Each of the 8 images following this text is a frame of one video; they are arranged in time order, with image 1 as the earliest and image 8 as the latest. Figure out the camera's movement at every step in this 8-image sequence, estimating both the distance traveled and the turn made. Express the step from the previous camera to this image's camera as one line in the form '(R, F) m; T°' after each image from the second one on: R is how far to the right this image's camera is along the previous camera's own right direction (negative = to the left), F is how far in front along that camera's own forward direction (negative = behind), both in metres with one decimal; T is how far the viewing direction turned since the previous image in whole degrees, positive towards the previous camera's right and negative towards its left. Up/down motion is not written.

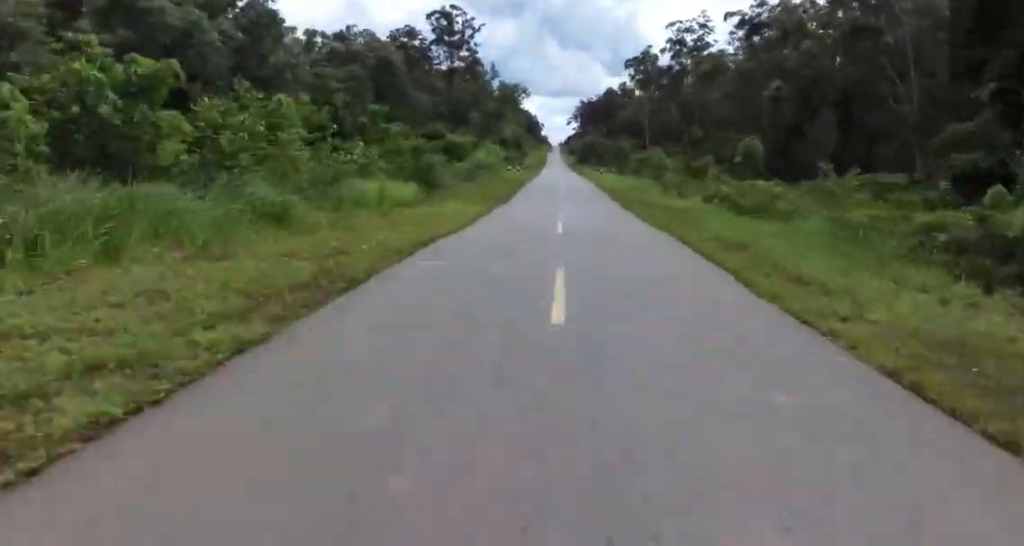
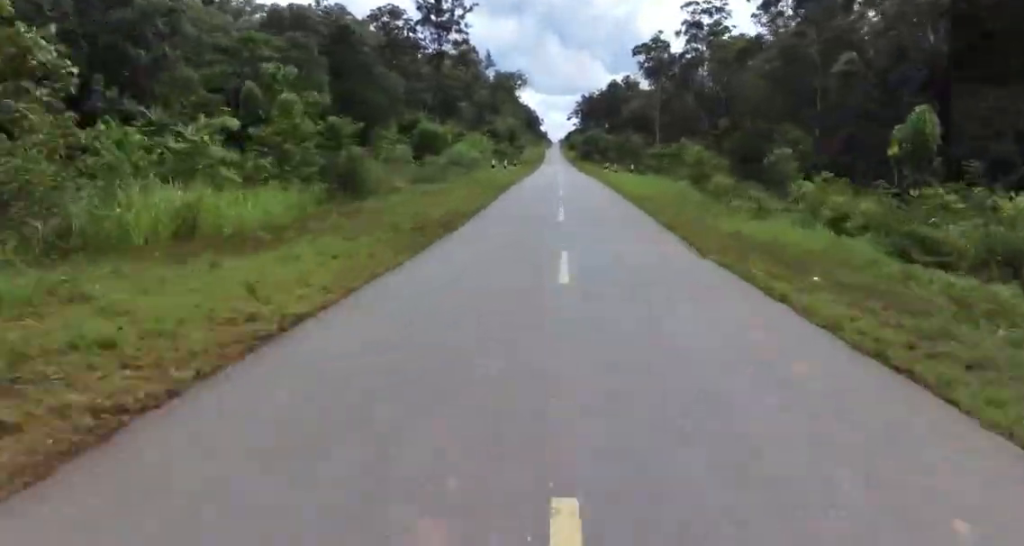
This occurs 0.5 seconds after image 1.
(+0.2, +13.1) m; +2°
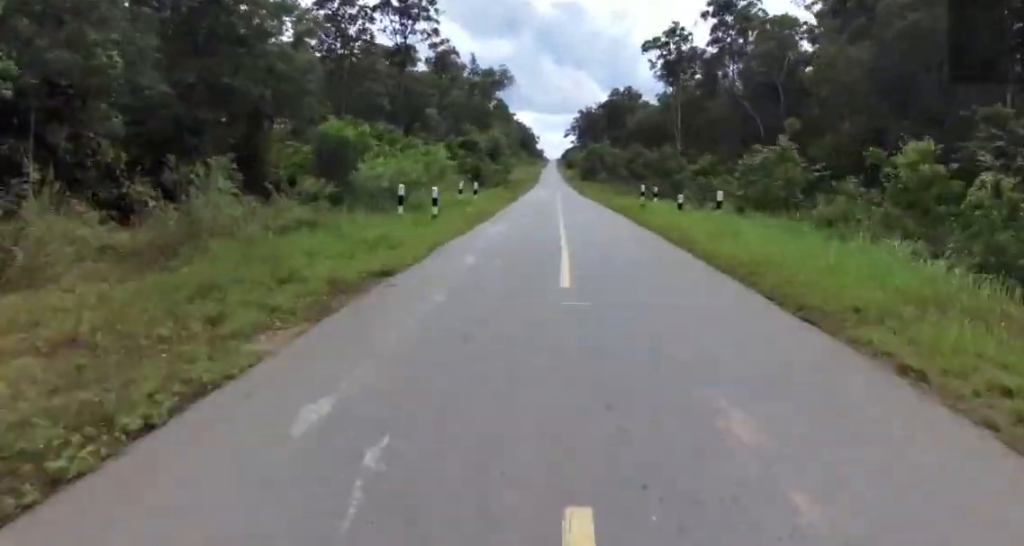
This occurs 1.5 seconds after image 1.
(+0.4, +23.9) m; 0°
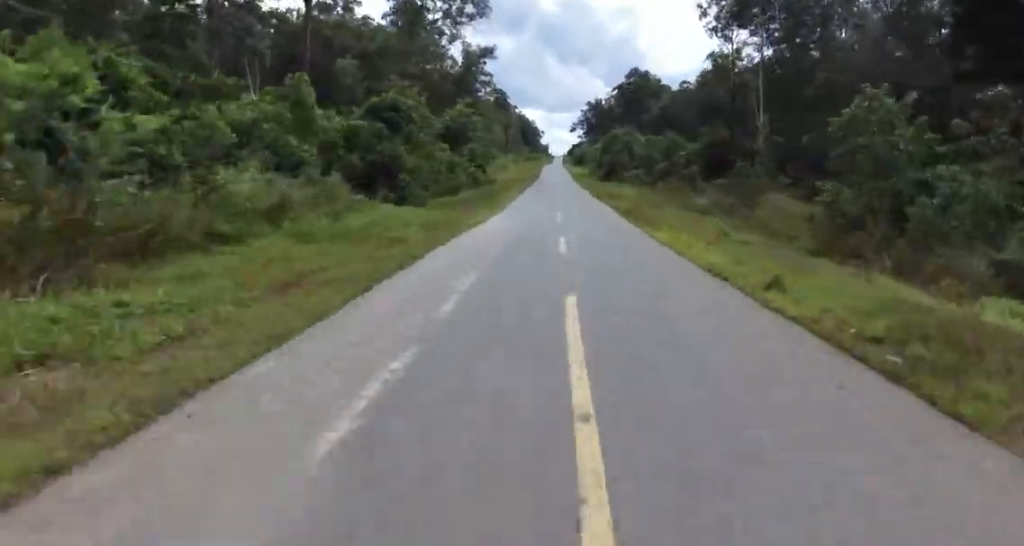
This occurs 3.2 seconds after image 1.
(-2.2, +37.3) m; -5°
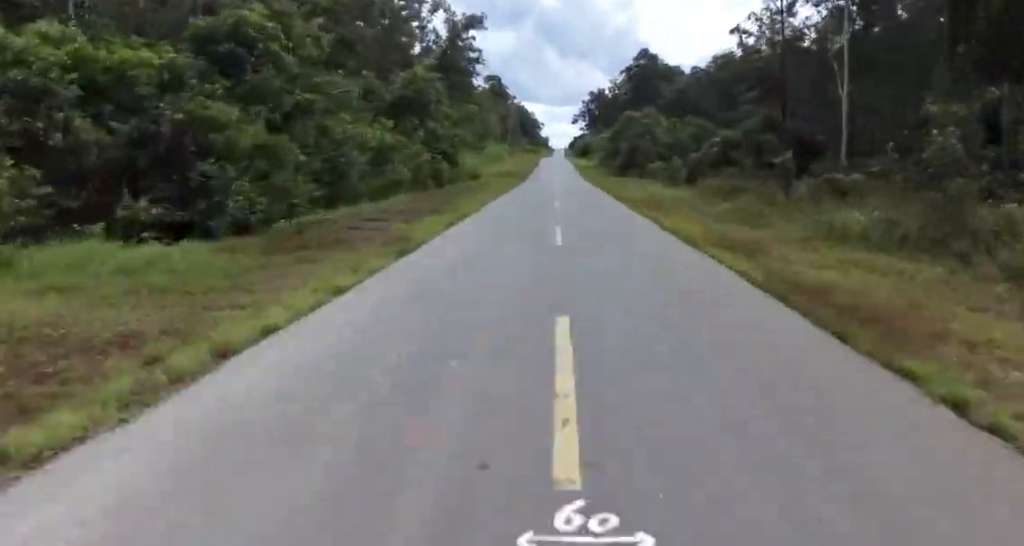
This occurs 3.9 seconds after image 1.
(-0.3, +18.4) m; 0°
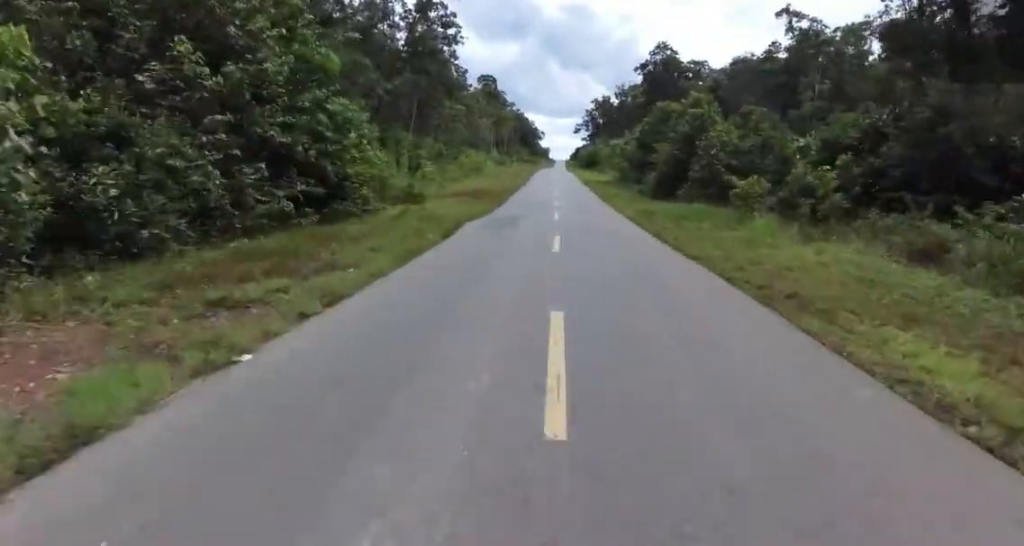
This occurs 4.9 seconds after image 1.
(+0.7, +24.7) m; +2°
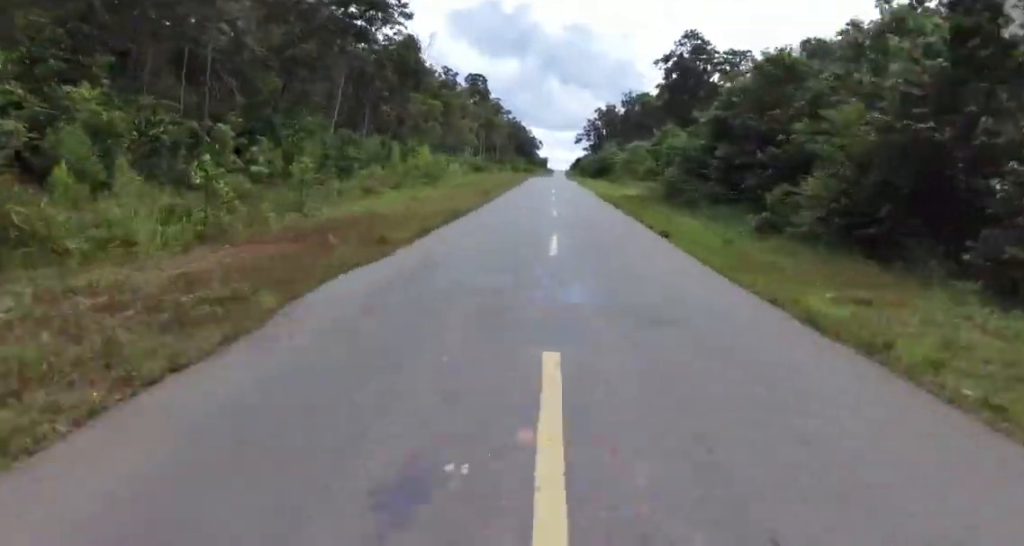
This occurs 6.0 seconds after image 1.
(0.0, +27.1) m; 0°
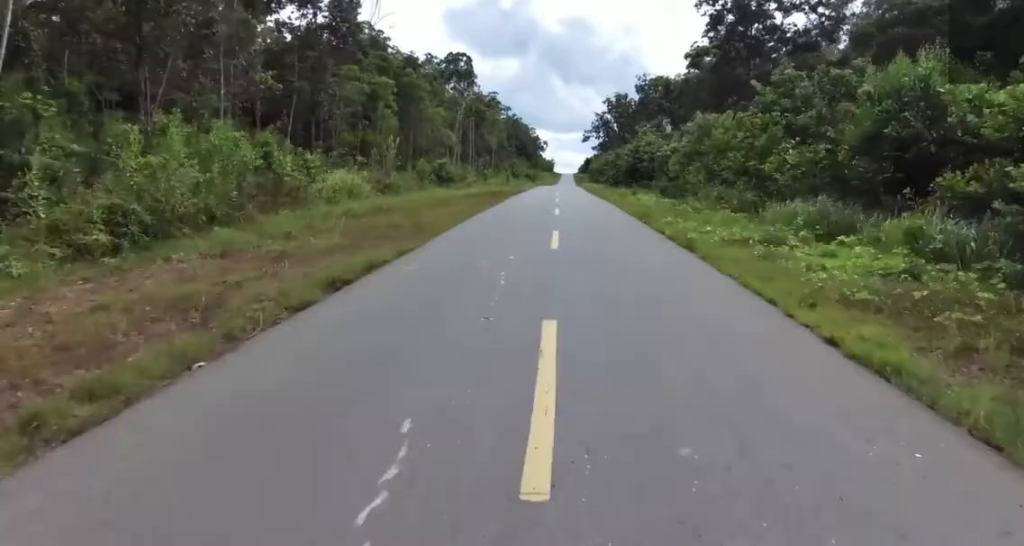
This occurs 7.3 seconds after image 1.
(0.0, +32.0) m; 0°
